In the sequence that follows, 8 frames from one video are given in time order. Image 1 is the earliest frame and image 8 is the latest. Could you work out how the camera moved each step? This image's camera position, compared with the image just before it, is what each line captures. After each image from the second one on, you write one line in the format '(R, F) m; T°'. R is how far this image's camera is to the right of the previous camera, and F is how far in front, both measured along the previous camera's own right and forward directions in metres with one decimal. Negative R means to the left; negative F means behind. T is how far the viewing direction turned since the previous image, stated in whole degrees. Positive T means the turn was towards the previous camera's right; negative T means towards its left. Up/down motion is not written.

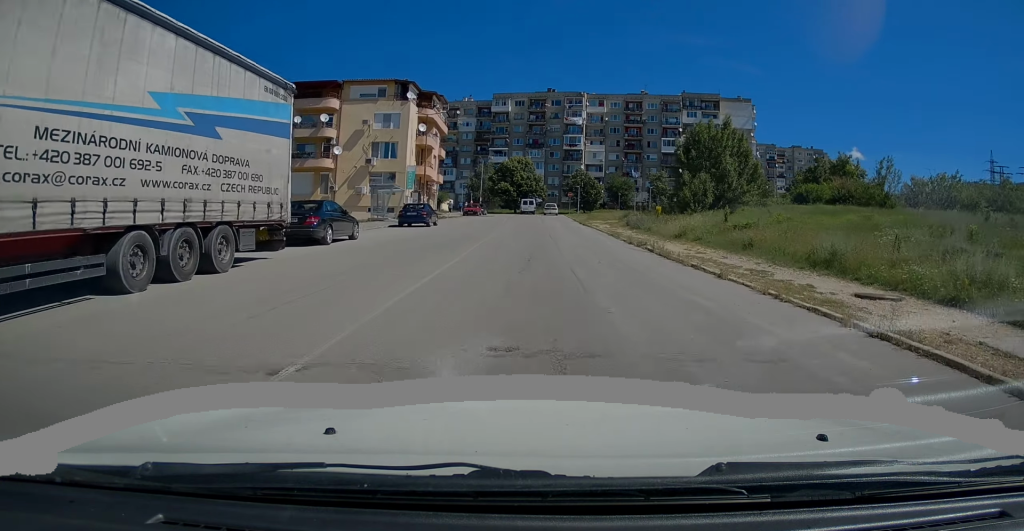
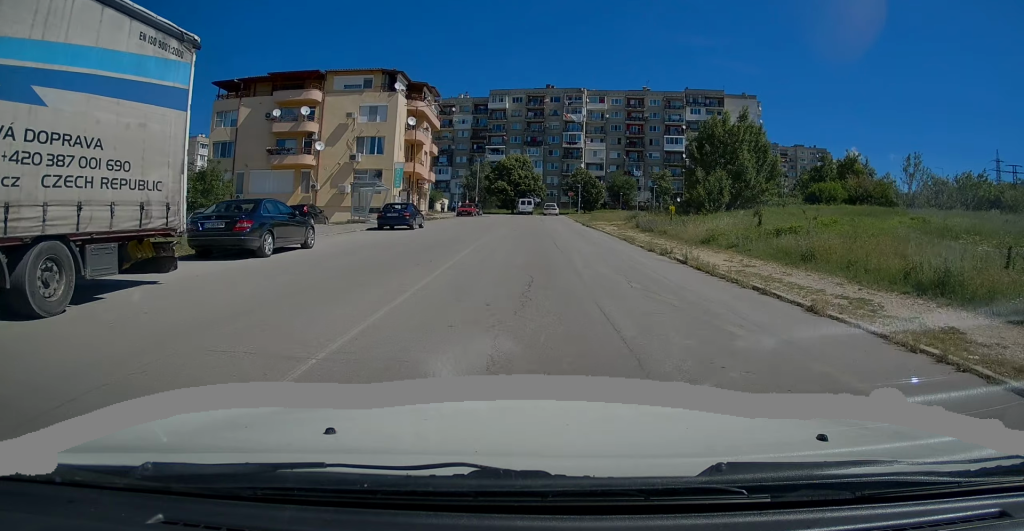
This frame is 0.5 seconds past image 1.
(-0.2, +4.6) m; -2°
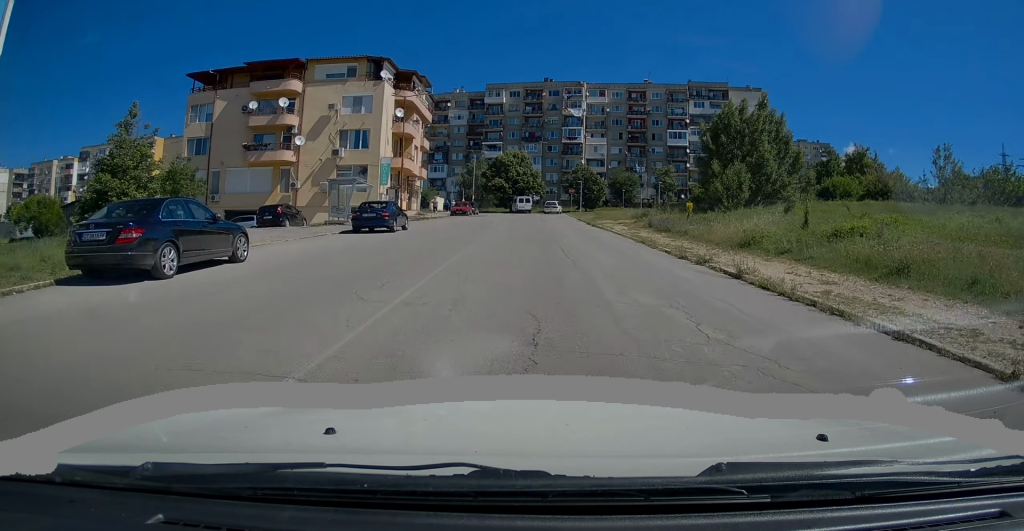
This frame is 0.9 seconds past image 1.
(-0.1, +4.4) m; 0°
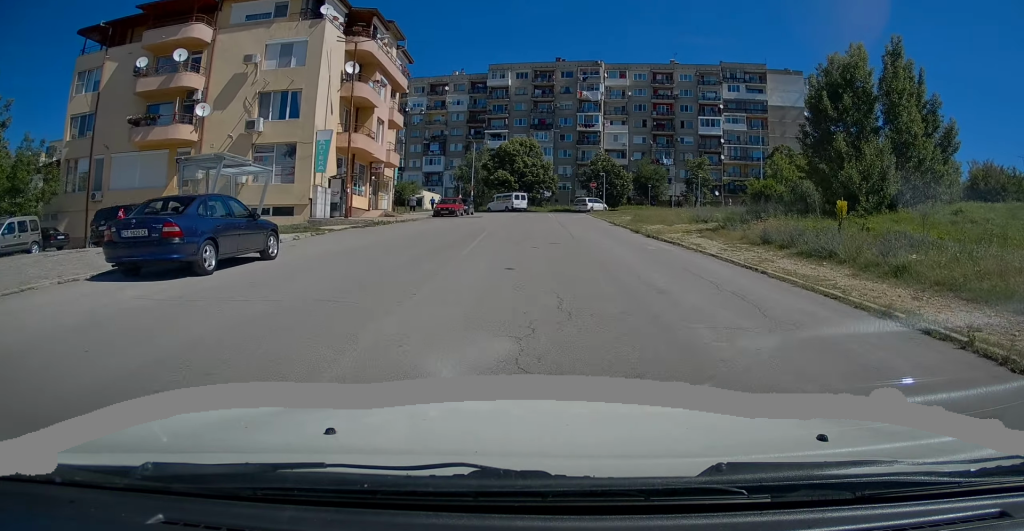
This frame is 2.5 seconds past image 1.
(0.0, +16.3) m; 0°
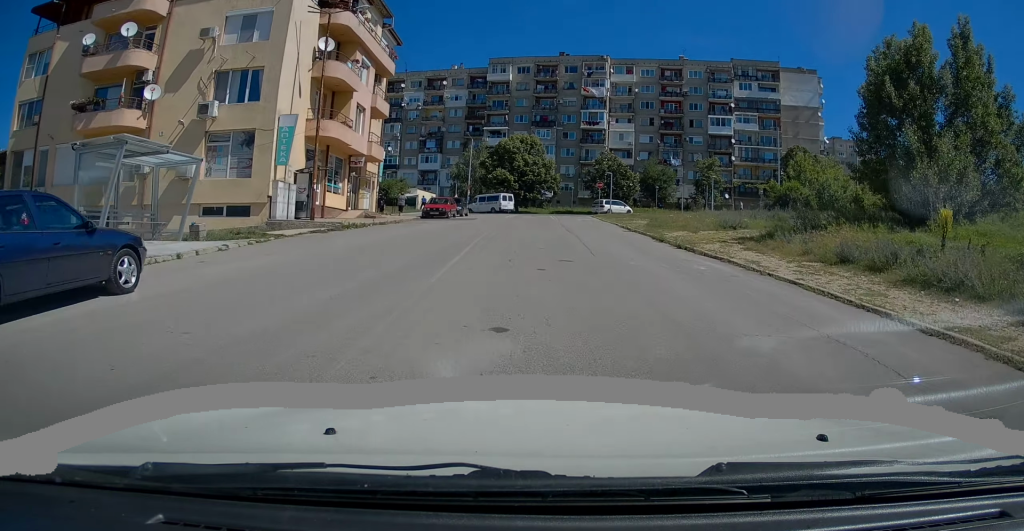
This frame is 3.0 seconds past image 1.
(-0.1, +5.3) m; 0°
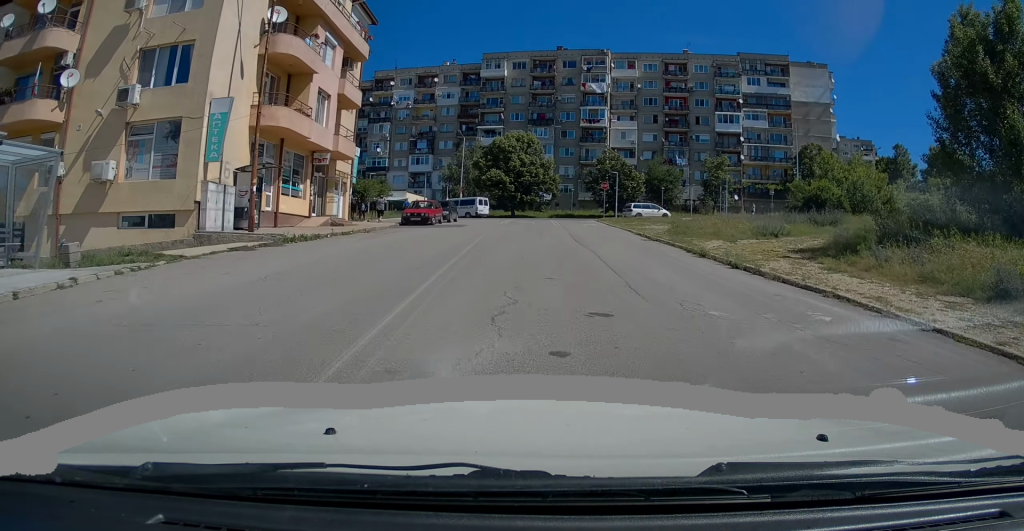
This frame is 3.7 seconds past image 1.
(0.0, +5.8) m; 0°
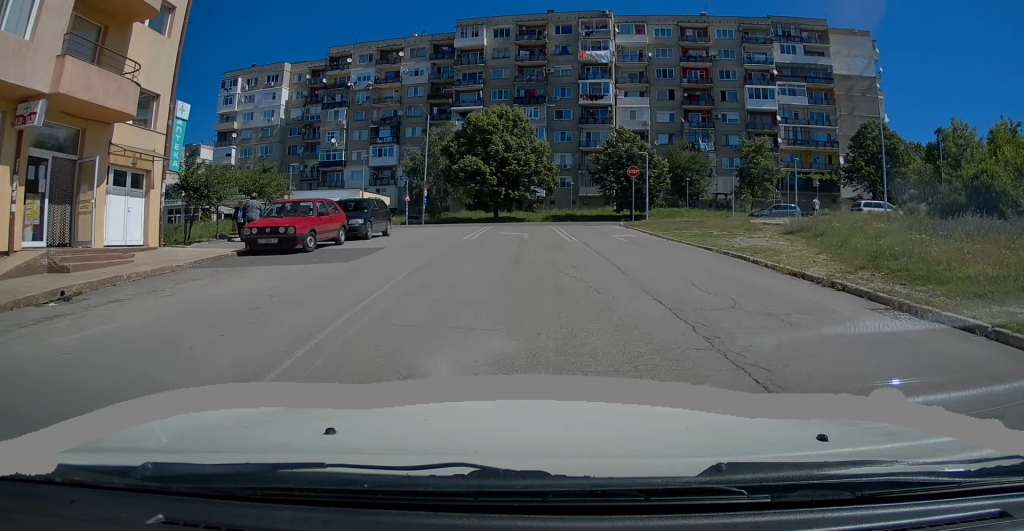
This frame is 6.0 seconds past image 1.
(+0.4, +18.6) m; +2°
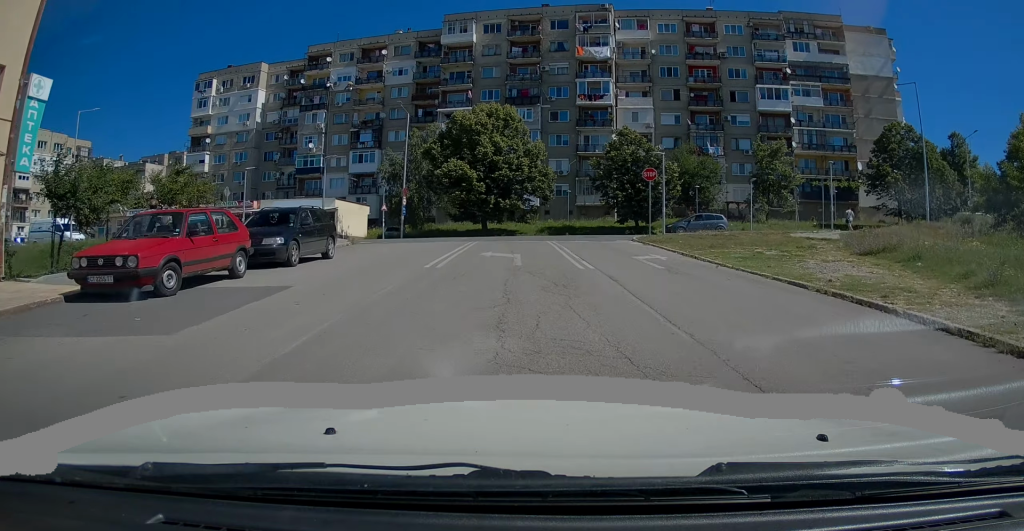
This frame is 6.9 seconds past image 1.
(-0.1, +6.3) m; -2°
